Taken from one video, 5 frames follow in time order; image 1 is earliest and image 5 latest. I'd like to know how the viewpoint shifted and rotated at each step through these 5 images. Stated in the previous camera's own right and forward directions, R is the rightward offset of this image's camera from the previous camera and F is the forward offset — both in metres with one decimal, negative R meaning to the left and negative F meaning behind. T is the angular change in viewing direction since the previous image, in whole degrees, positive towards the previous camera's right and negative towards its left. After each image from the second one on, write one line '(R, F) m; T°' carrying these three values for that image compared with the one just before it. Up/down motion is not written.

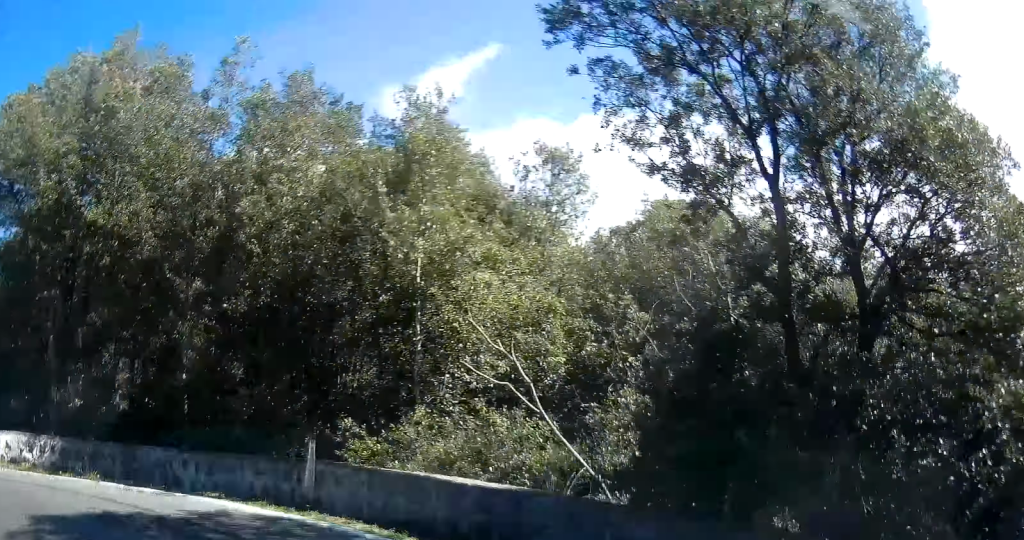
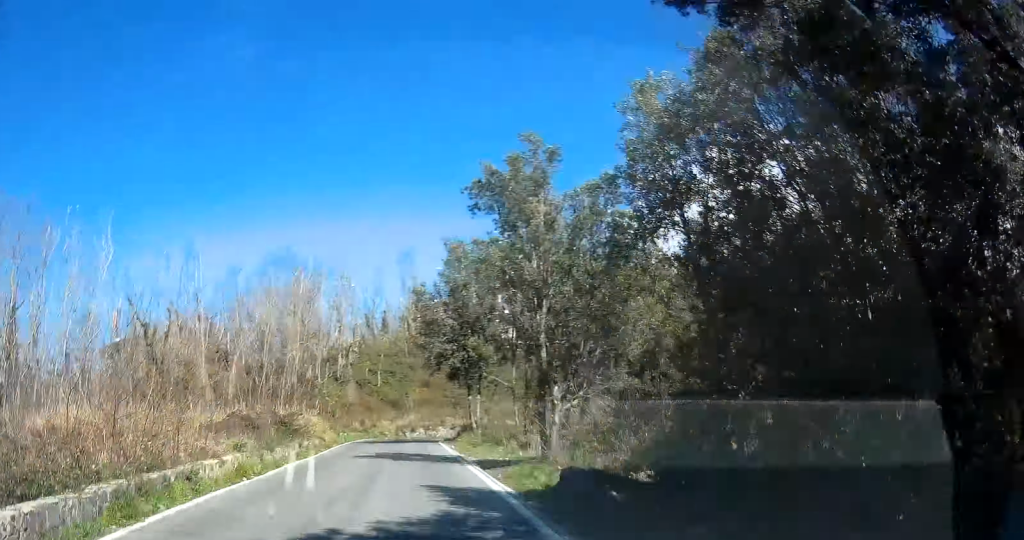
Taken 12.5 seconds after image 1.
(-40.1, +65.9) m; -10°
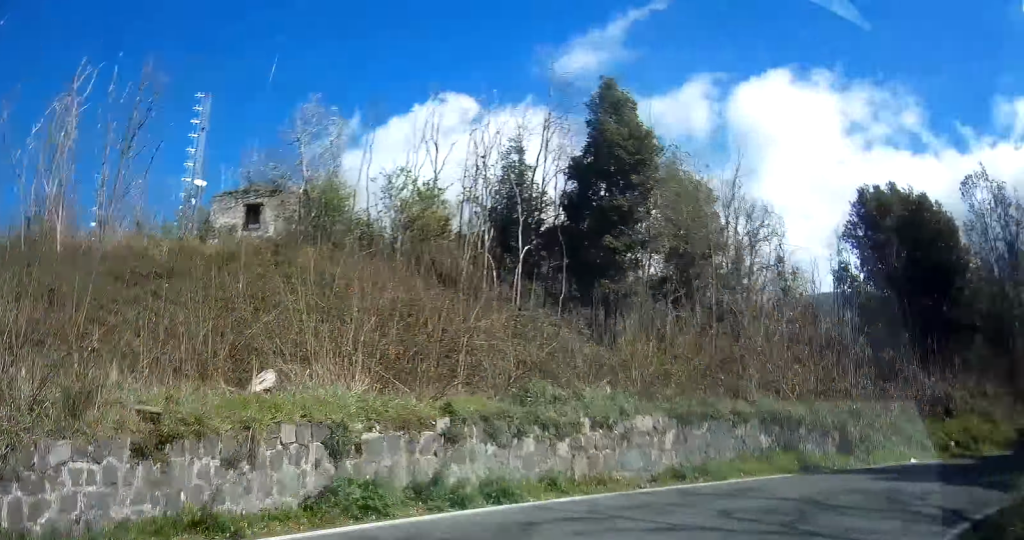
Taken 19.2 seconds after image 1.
(+7.3, +46.4) m; +57°
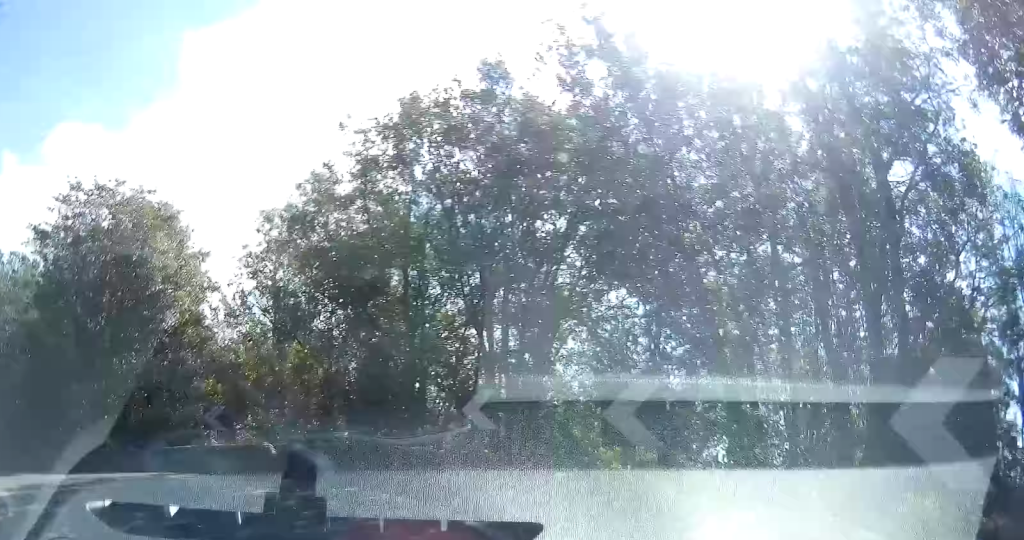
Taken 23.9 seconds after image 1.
(+20.9, +21.9) m; +26°
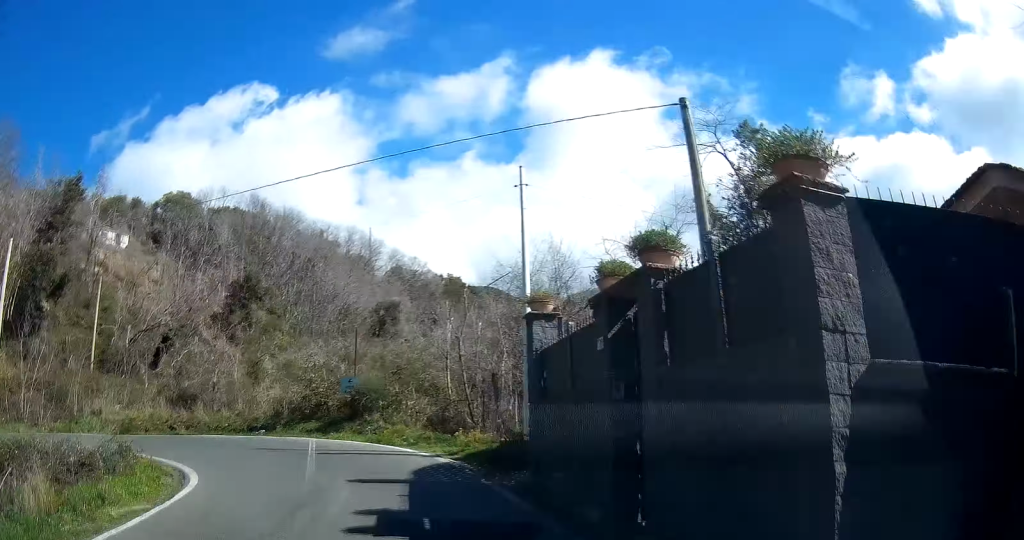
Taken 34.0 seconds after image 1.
(-28.3, +66.1) m; -56°
